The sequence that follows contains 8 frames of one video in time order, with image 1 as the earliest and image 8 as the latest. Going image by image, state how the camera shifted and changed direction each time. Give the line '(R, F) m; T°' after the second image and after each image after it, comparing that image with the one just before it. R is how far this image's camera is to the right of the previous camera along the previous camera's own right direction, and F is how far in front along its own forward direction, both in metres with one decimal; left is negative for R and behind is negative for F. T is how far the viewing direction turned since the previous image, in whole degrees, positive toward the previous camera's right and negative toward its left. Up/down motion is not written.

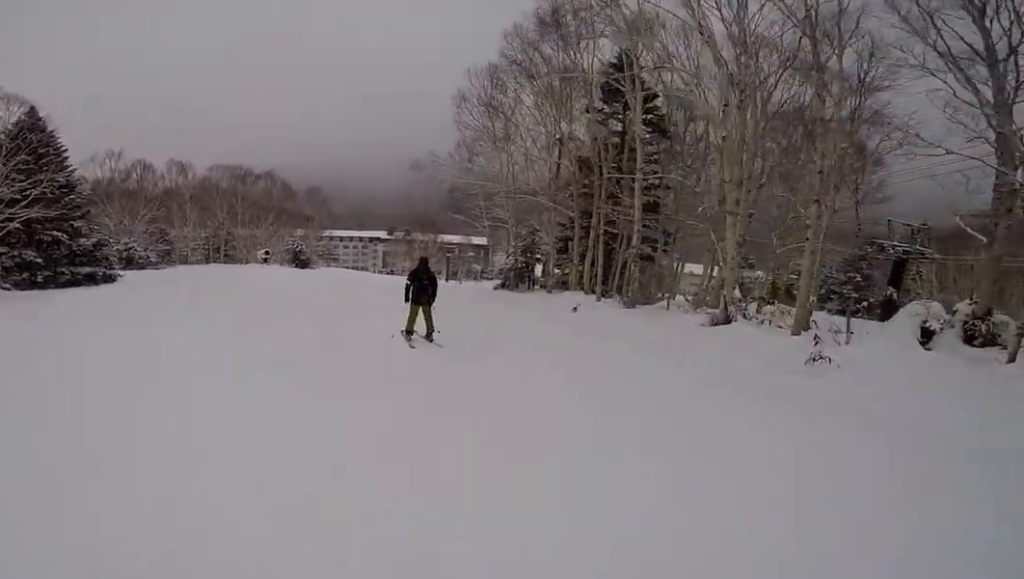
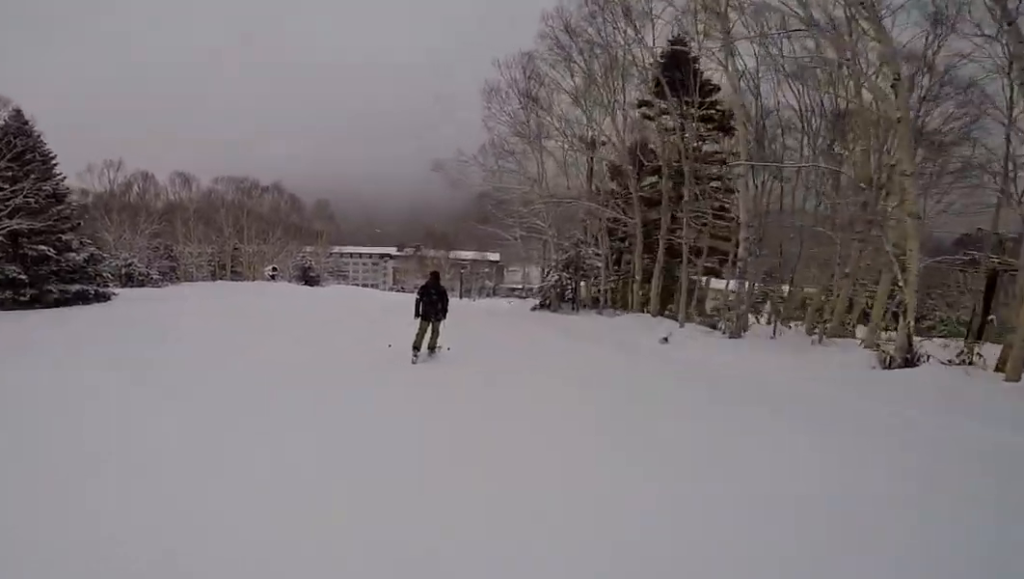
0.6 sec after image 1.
(-0.3, +3.6) m; -1°
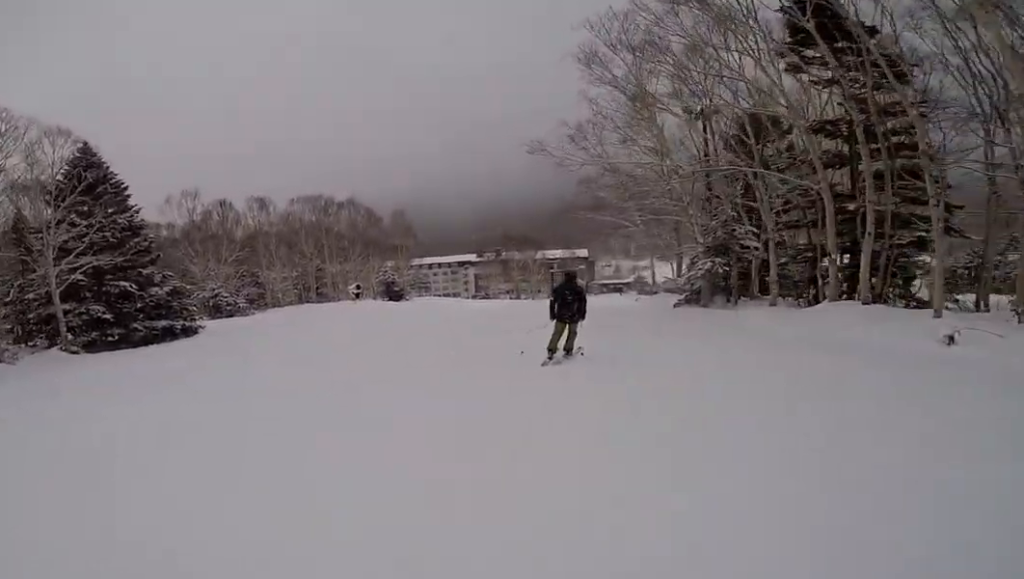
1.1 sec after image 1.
(-0.2, +3.6) m; +1°
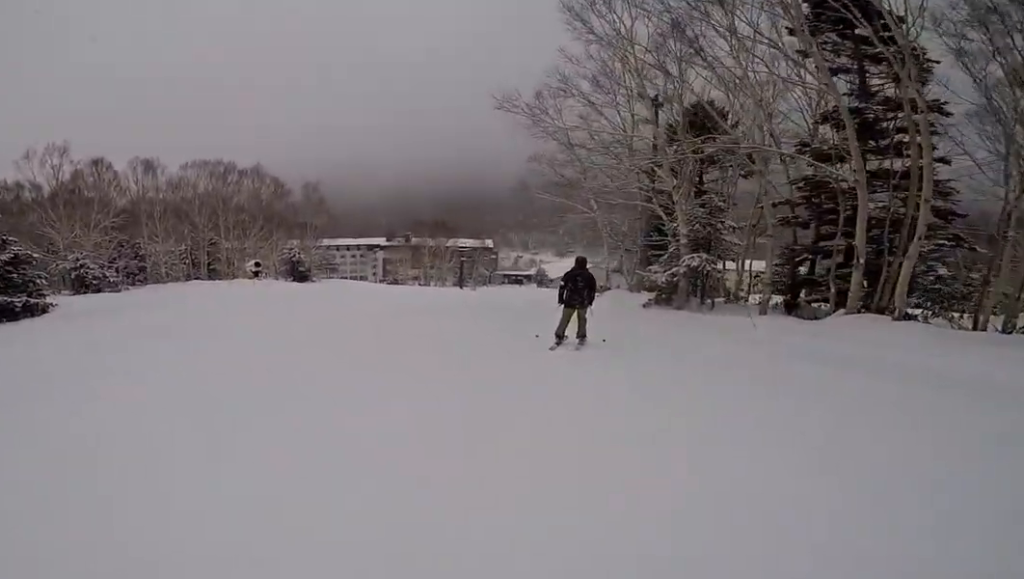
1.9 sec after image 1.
(+0.2, +4.4) m; +8°
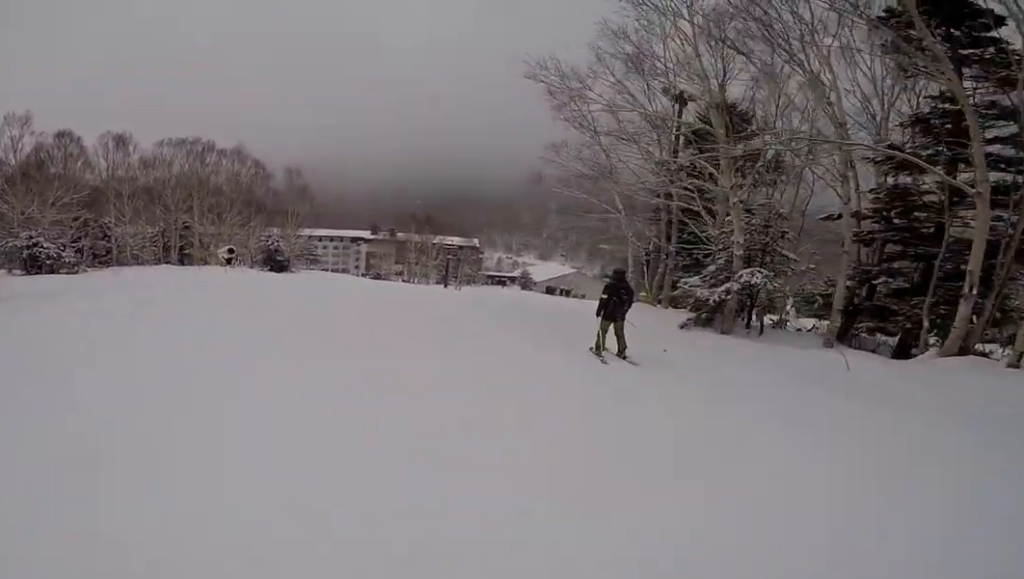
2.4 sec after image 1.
(+0.3, +2.8) m; +2°
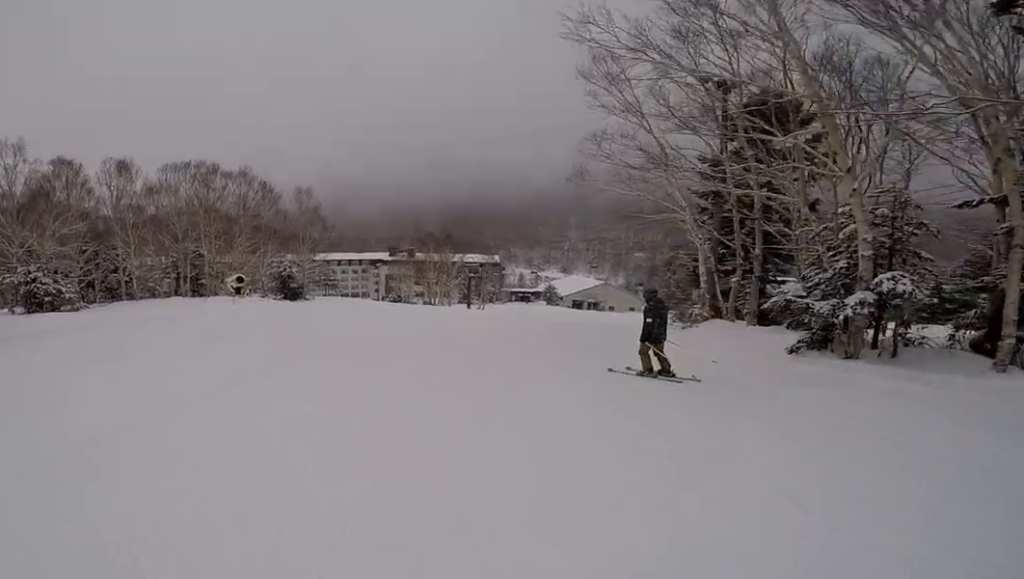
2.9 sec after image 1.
(+0.4, +2.9) m; +1°
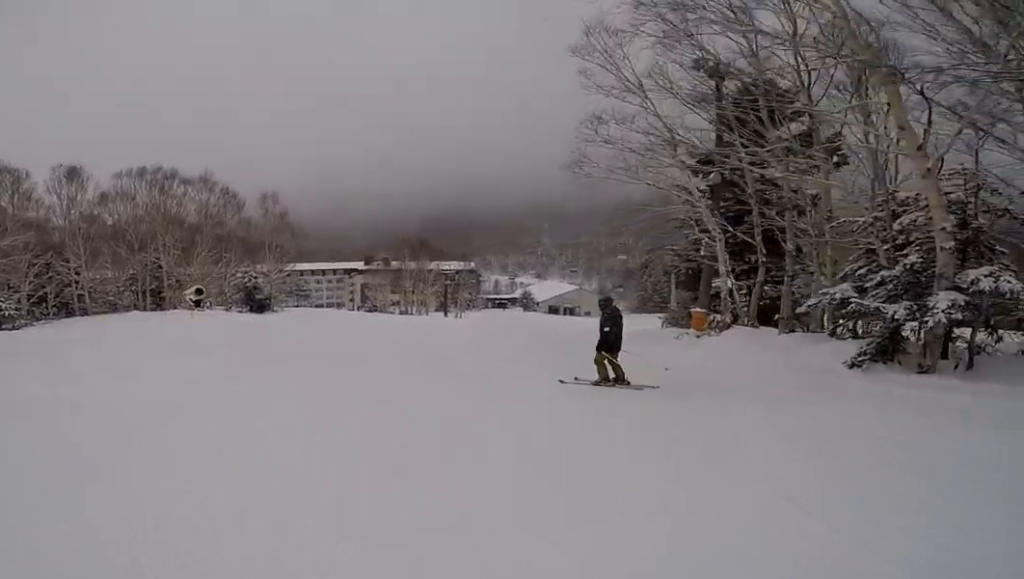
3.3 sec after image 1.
(-0.1, +2.3) m; -2°
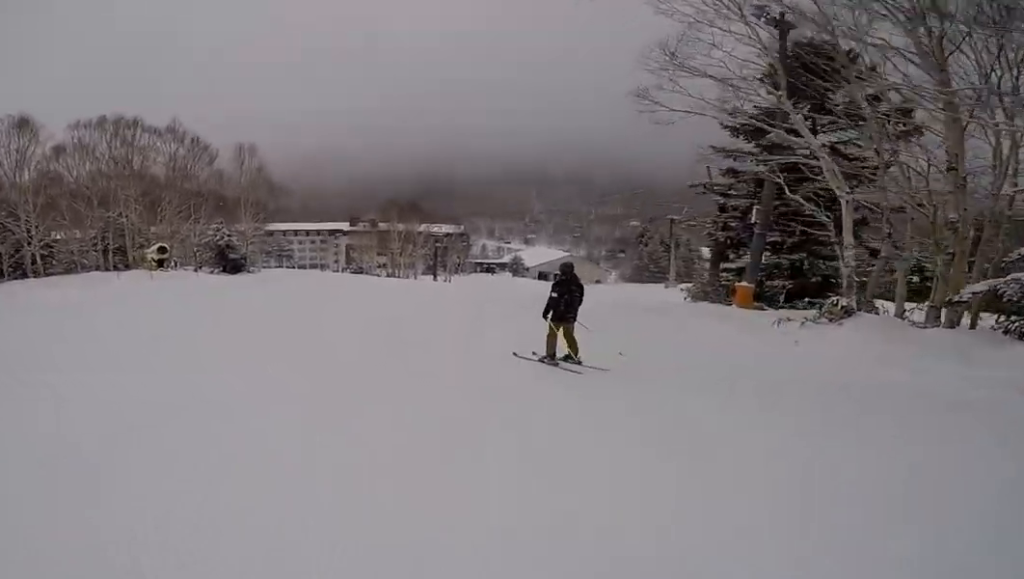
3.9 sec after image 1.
(-0.3, +3.5) m; -4°
